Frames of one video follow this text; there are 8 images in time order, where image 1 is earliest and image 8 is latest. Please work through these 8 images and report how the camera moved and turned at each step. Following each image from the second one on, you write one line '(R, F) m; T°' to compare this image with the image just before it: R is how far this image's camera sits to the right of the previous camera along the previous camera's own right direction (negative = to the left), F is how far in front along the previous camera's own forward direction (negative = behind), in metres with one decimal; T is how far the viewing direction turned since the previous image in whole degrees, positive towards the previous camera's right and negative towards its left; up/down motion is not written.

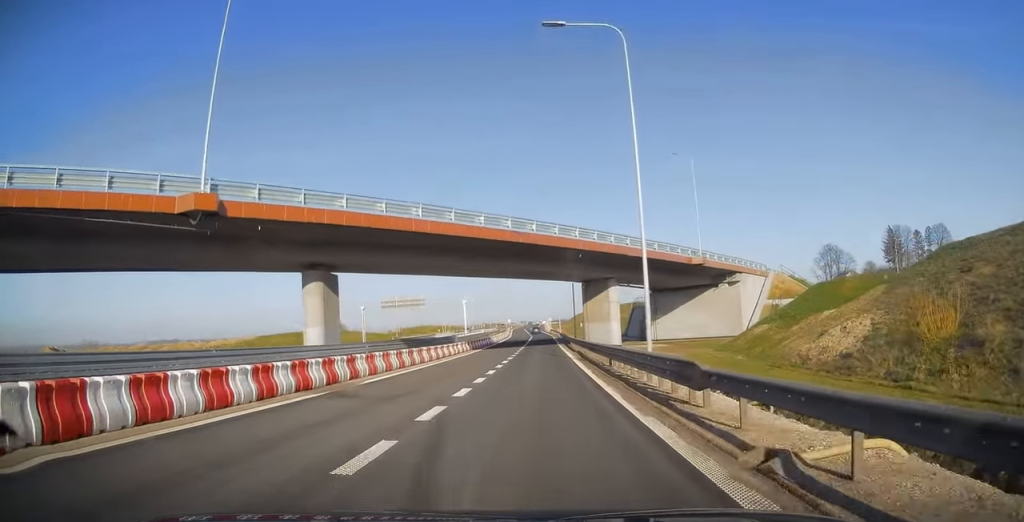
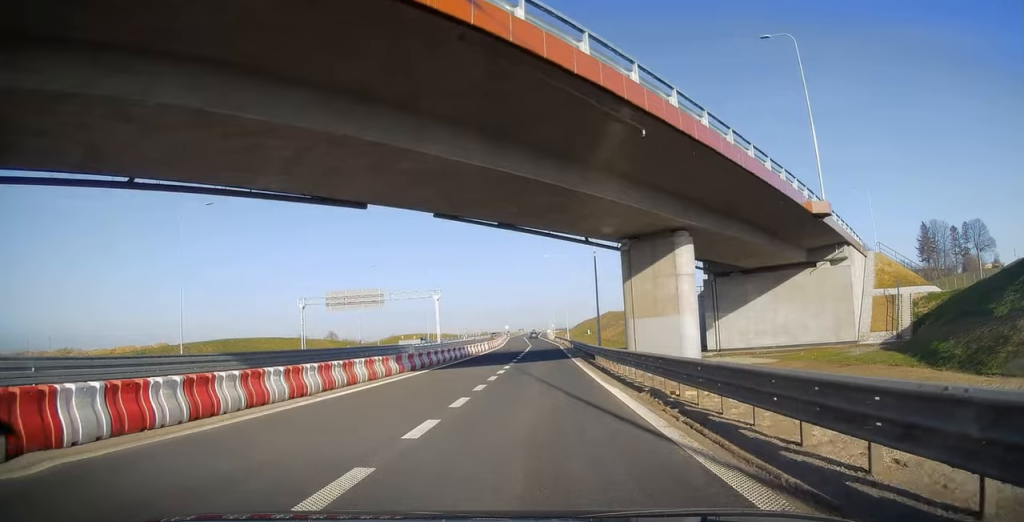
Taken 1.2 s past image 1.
(-0.4, +25.8) m; 0°
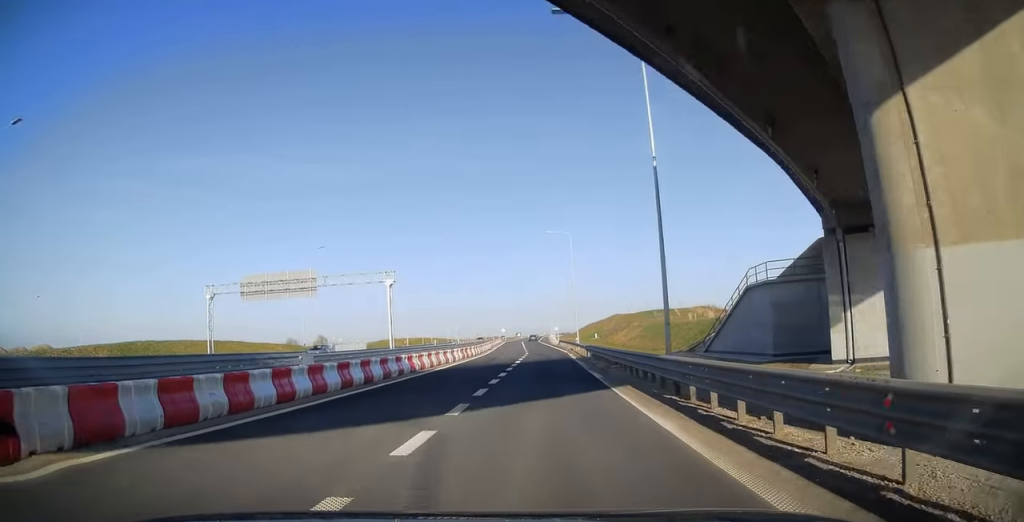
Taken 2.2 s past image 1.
(+0.3, +21.6) m; +1°
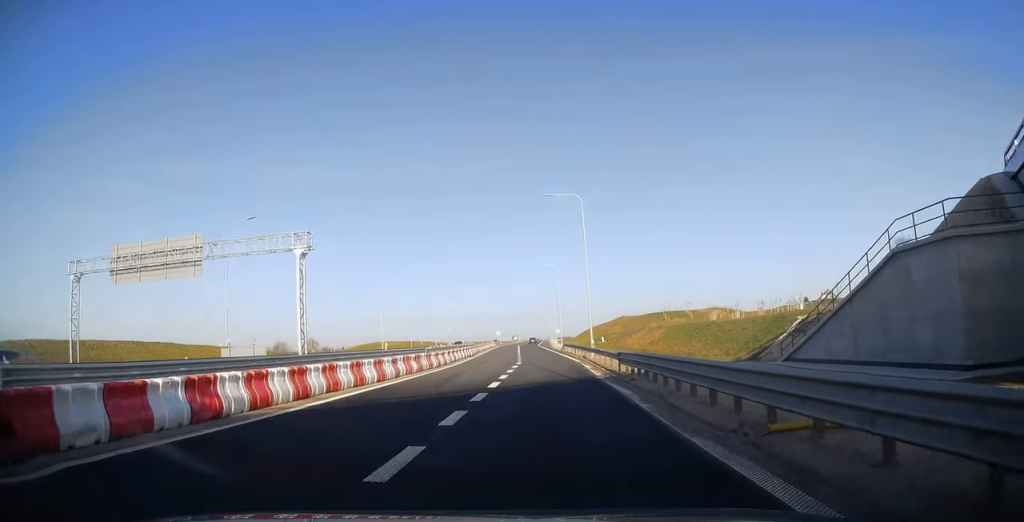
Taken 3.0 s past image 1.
(+0.2, +17.8) m; -1°
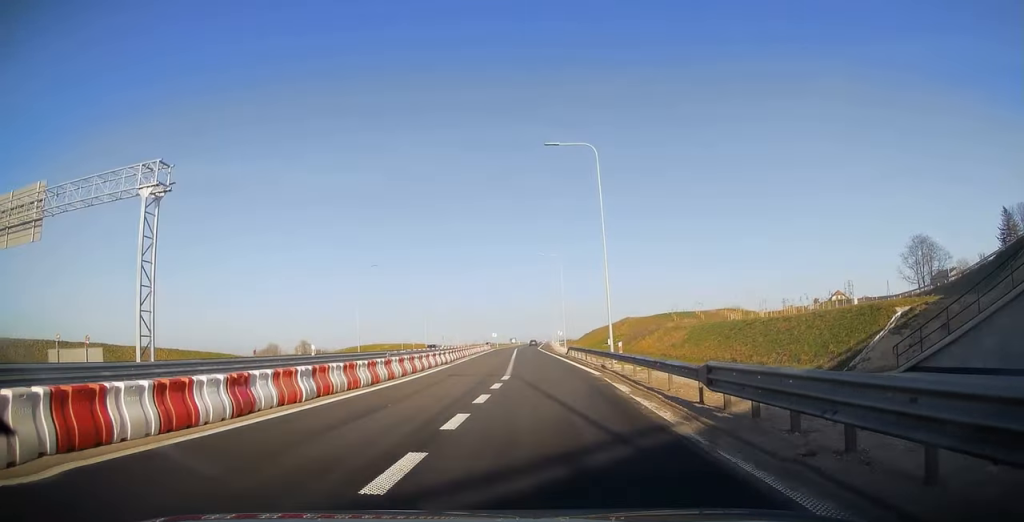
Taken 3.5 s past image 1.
(-0.2, +12.8) m; -1°
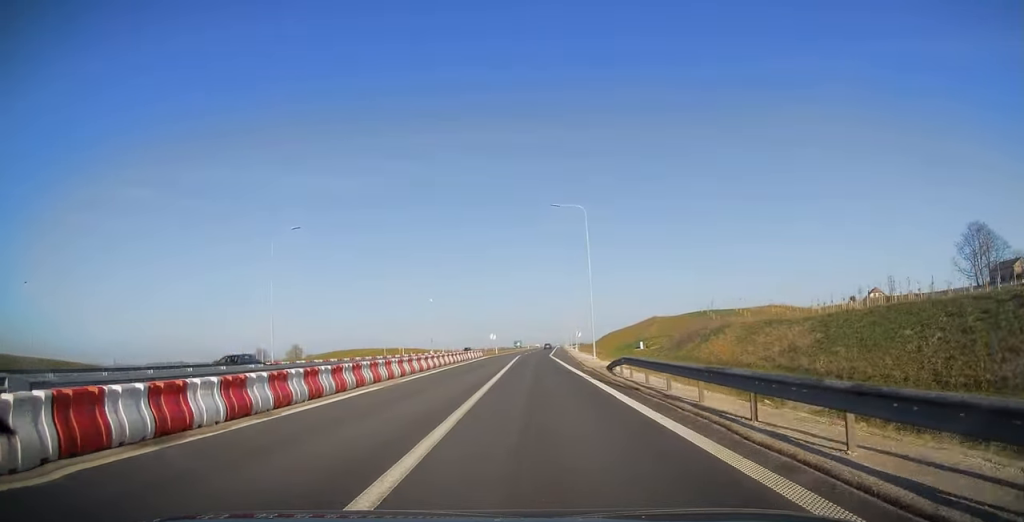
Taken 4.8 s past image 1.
(-0.4, +29.9) m; 0°
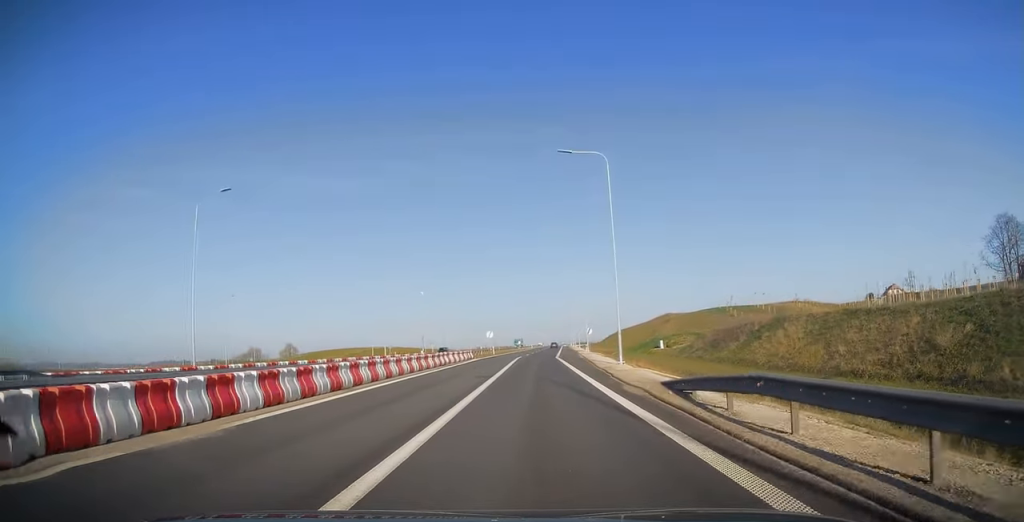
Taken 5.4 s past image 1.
(+0.1, +13.7) m; 0°
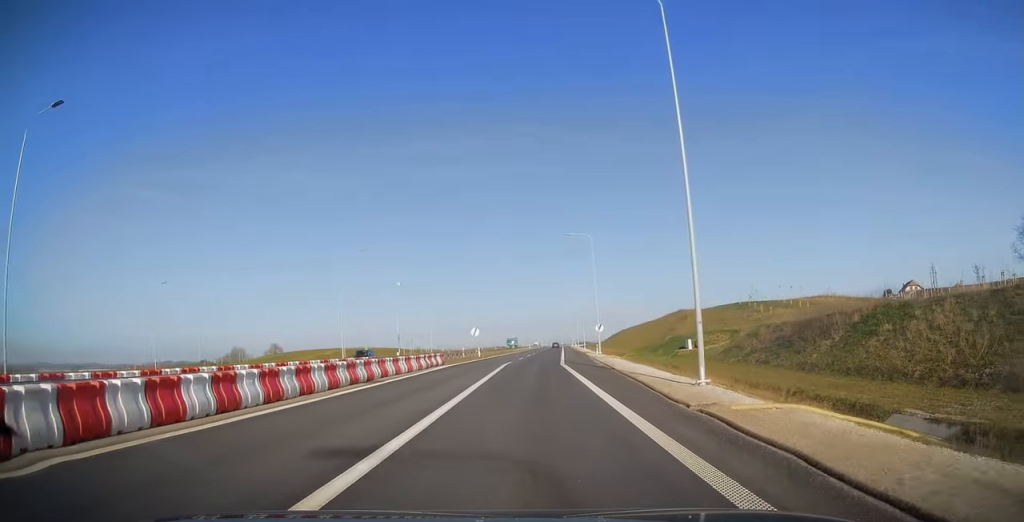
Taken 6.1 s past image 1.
(+0.2, +17.5) m; 0°
